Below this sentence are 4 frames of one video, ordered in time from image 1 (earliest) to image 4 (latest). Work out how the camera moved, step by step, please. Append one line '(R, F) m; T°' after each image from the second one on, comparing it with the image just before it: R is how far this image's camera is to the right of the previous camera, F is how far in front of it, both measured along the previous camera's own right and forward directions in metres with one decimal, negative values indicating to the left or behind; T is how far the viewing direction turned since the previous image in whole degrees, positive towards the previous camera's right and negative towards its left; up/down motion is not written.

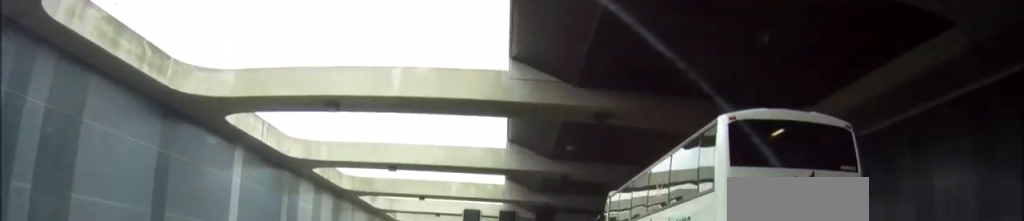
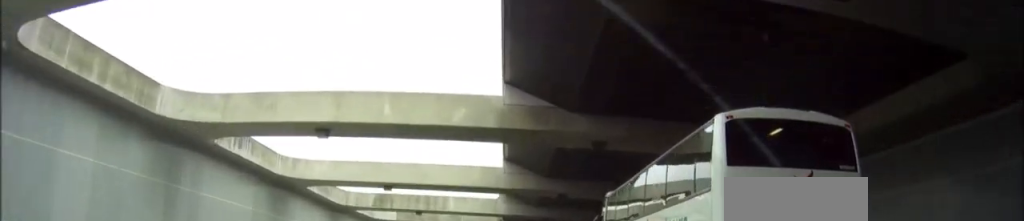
(0.0, +65.2) m; 0°
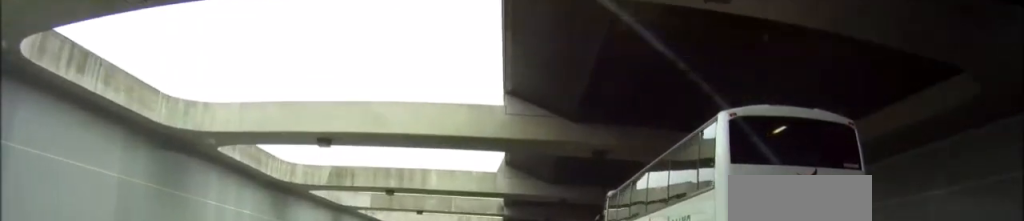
(0.0, +13.7) m; 0°
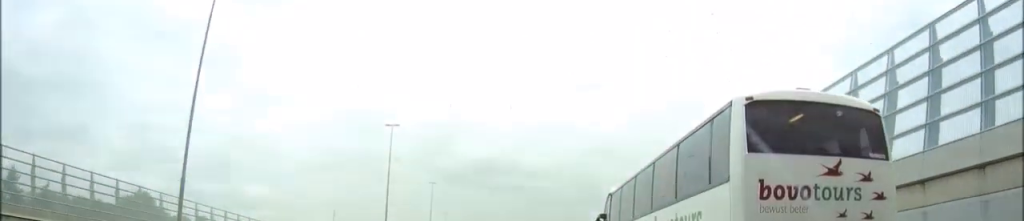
(-1.7, +75.2) m; -4°
